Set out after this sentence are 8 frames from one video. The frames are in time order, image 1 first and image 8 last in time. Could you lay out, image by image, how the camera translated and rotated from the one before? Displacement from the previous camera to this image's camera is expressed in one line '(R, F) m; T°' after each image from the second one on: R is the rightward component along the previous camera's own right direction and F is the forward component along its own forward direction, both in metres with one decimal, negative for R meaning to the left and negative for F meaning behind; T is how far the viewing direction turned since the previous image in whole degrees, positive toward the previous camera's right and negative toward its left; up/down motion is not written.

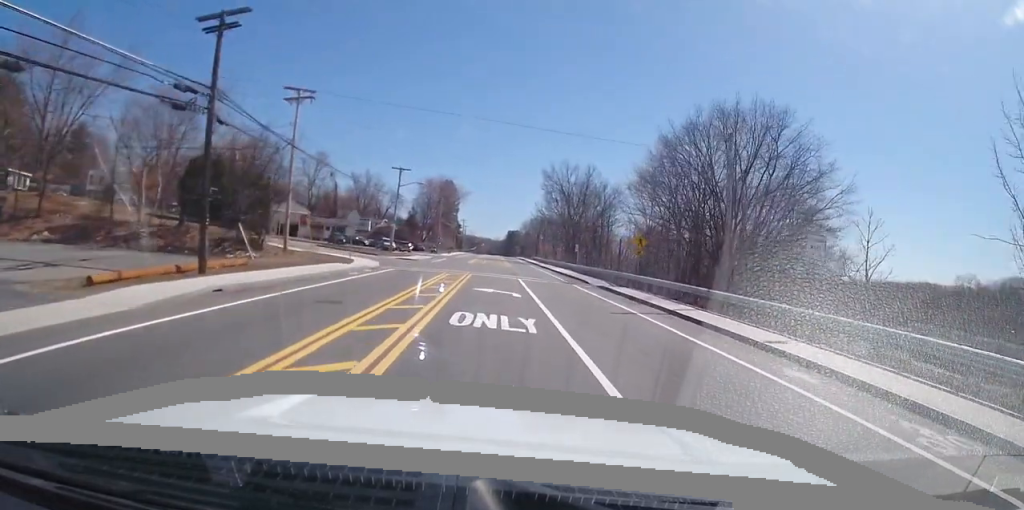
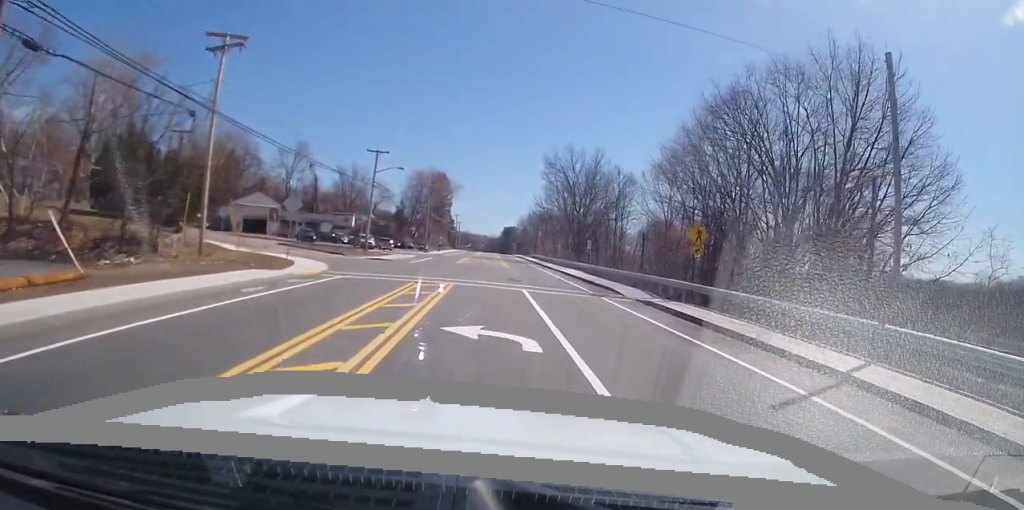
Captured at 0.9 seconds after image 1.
(-0.1, +11.2) m; -1°
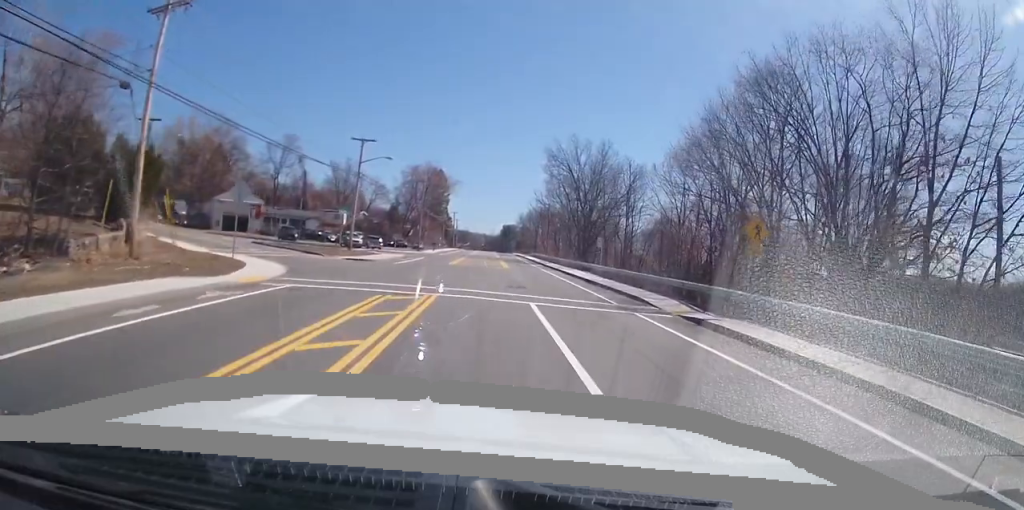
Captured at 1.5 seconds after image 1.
(0.0, +6.2) m; -1°
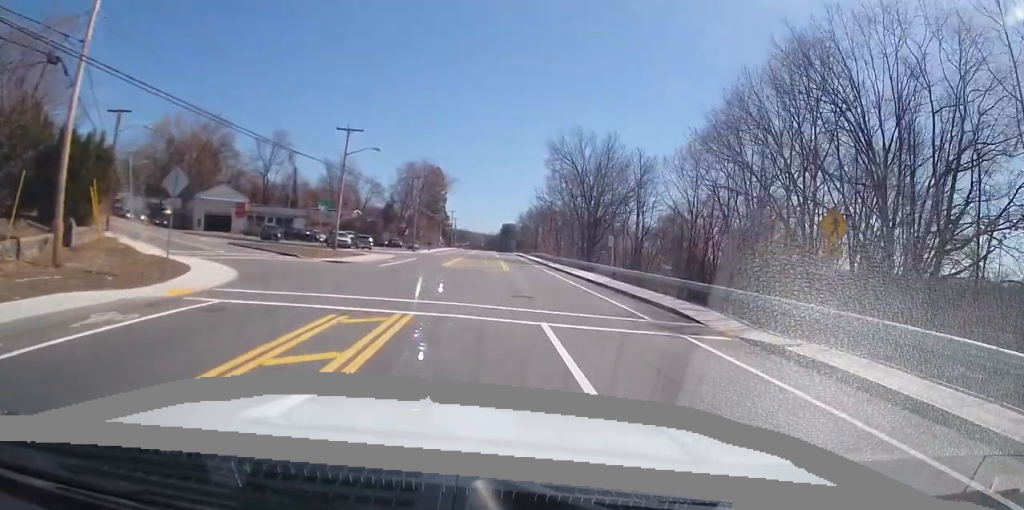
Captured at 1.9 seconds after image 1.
(-0.1, +4.8) m; 0°
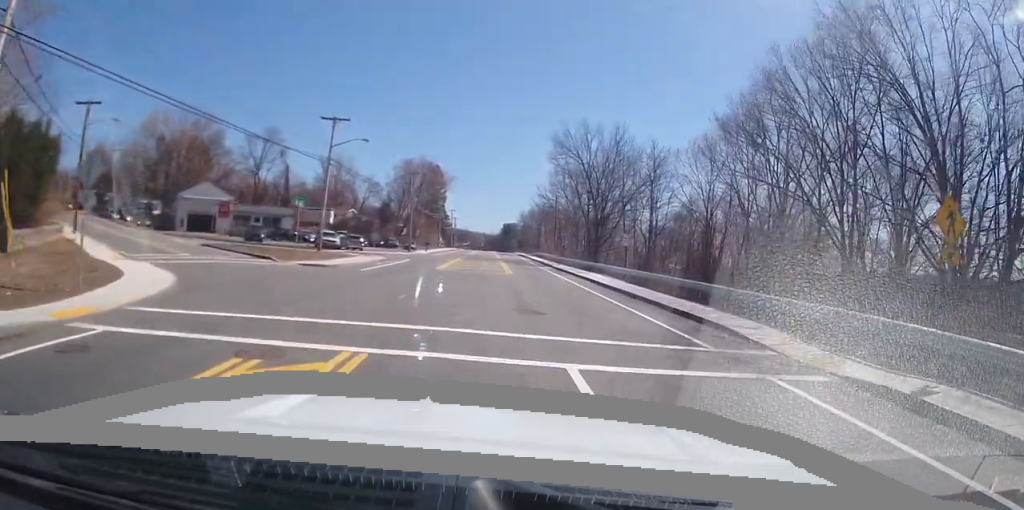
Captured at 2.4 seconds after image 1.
(-0.1, +4.8) m; 0°
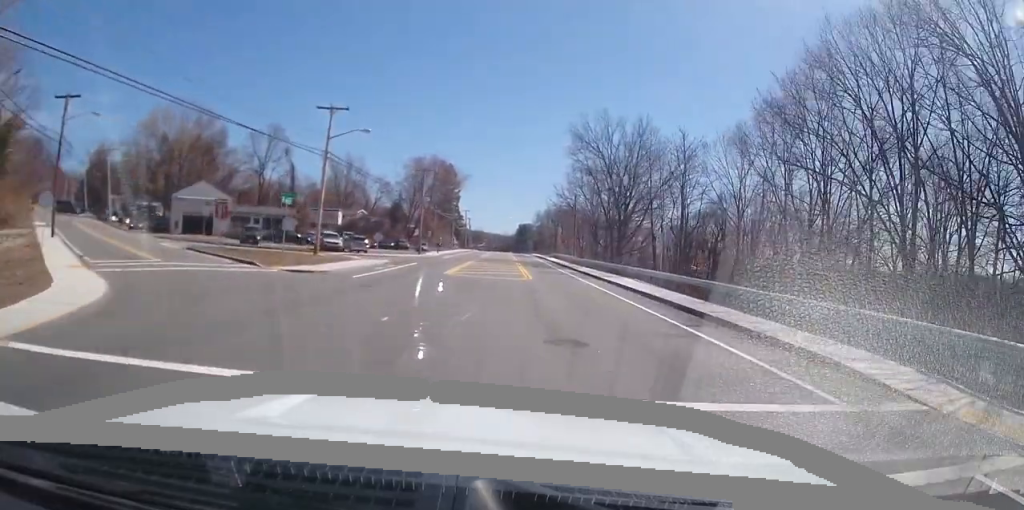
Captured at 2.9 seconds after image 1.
(+0.1, +4.7) m; -3°
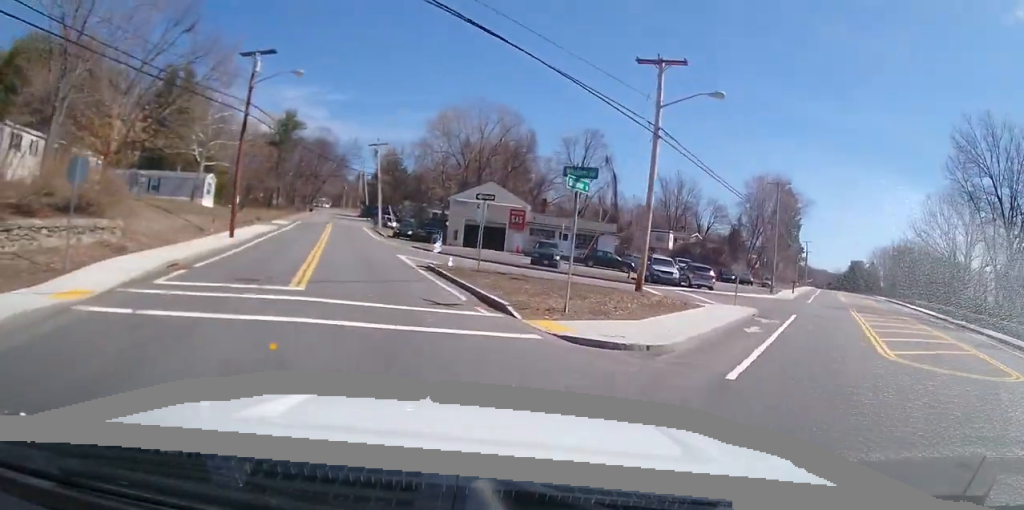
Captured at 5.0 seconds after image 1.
(-2.2, +16.8) m; -18°
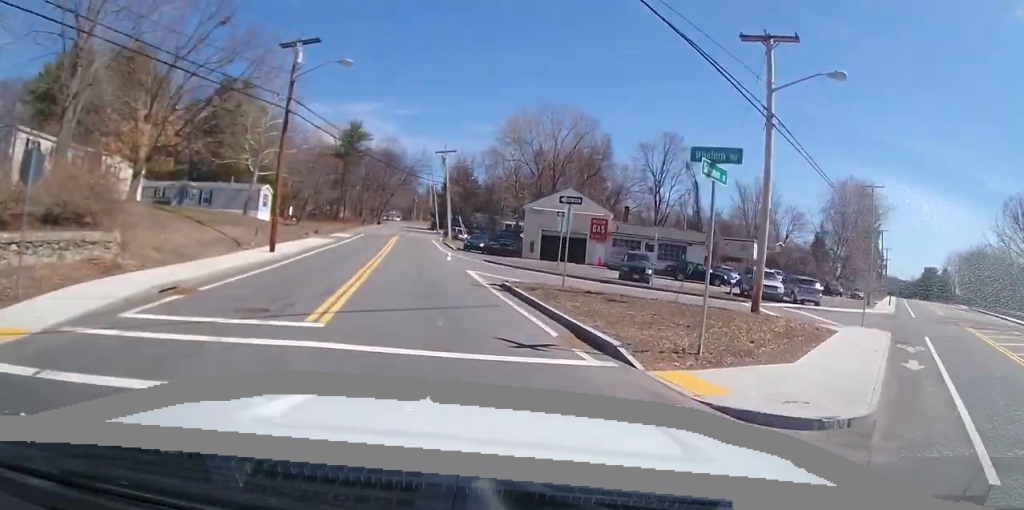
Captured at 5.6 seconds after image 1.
(+0.1, +4.5) m; -7°
